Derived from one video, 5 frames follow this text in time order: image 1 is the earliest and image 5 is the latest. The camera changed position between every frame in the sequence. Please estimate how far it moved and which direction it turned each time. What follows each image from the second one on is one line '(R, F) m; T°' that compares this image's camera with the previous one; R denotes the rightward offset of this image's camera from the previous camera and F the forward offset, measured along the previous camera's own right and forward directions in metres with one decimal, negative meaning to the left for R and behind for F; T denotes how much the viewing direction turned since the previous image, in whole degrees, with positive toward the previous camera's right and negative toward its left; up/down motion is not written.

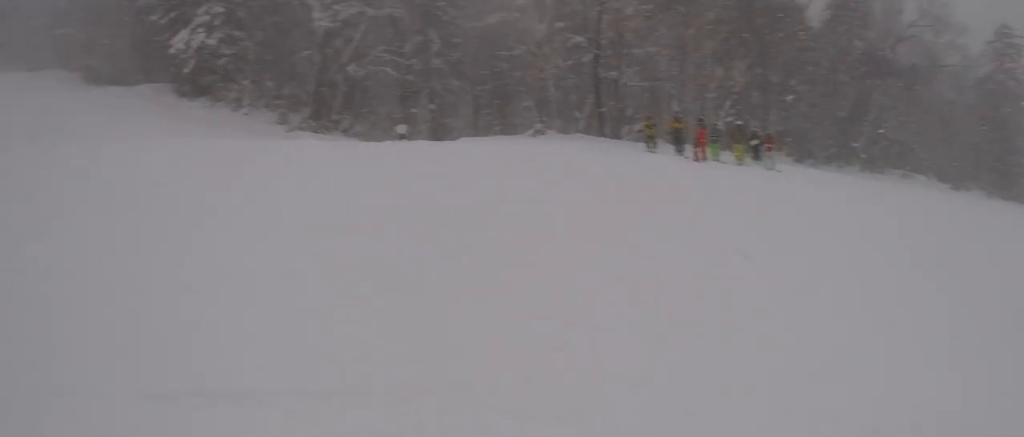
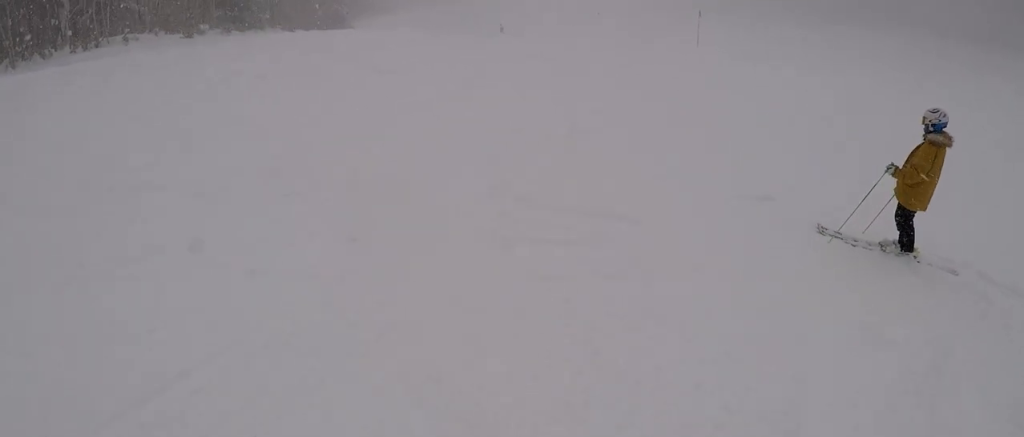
(+1.2, +8.7) m; +24°
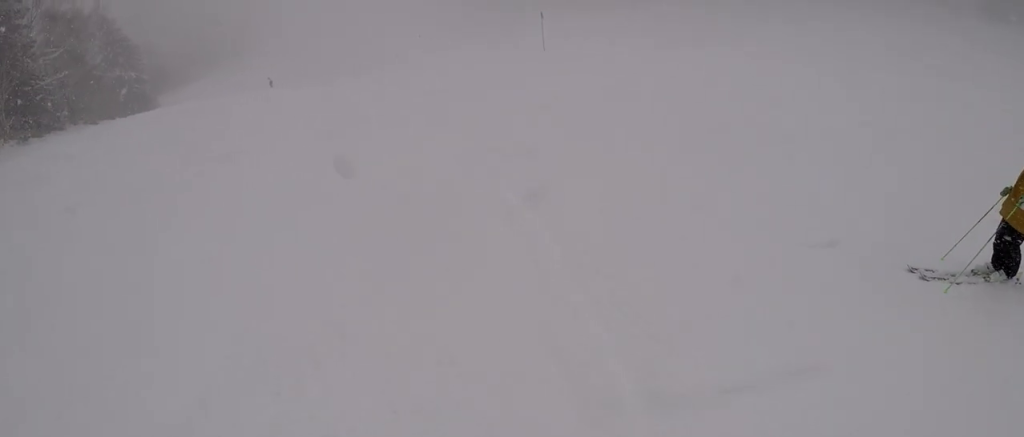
(+0.9, +3.8) m; +19°
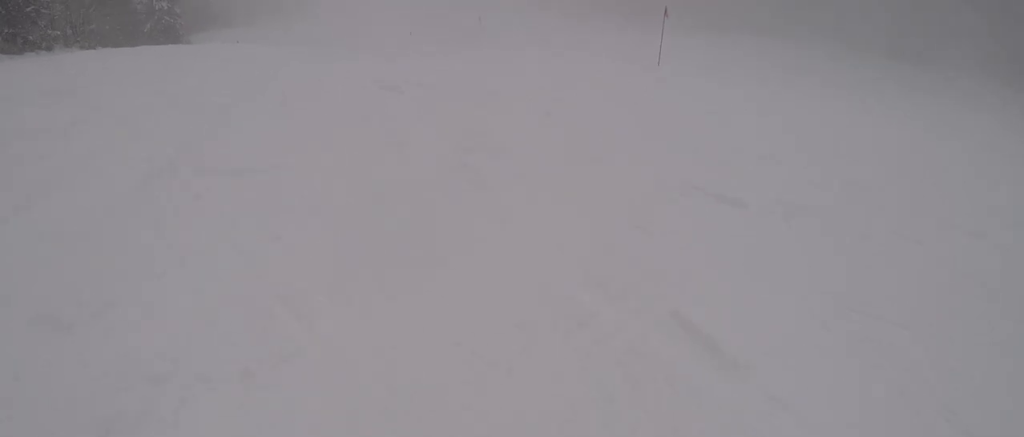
(+0.8, +10.5) m; -6°
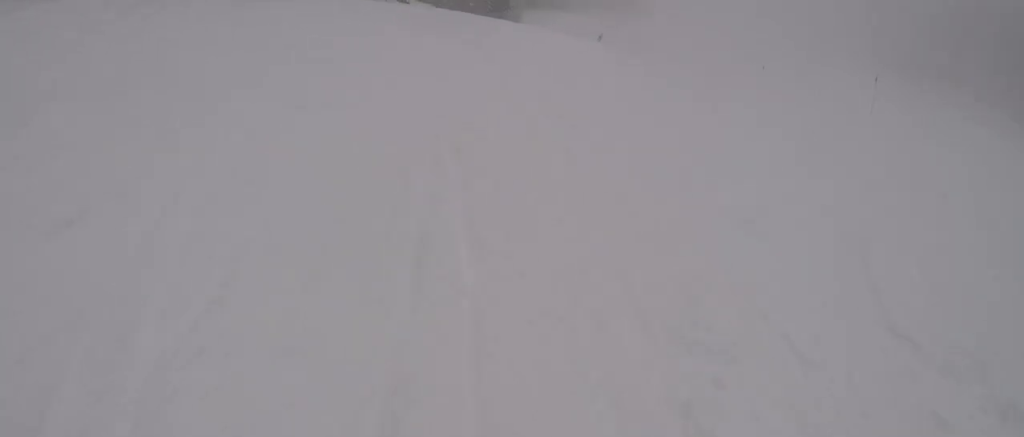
(-2.4, +8.5) m; -34°
